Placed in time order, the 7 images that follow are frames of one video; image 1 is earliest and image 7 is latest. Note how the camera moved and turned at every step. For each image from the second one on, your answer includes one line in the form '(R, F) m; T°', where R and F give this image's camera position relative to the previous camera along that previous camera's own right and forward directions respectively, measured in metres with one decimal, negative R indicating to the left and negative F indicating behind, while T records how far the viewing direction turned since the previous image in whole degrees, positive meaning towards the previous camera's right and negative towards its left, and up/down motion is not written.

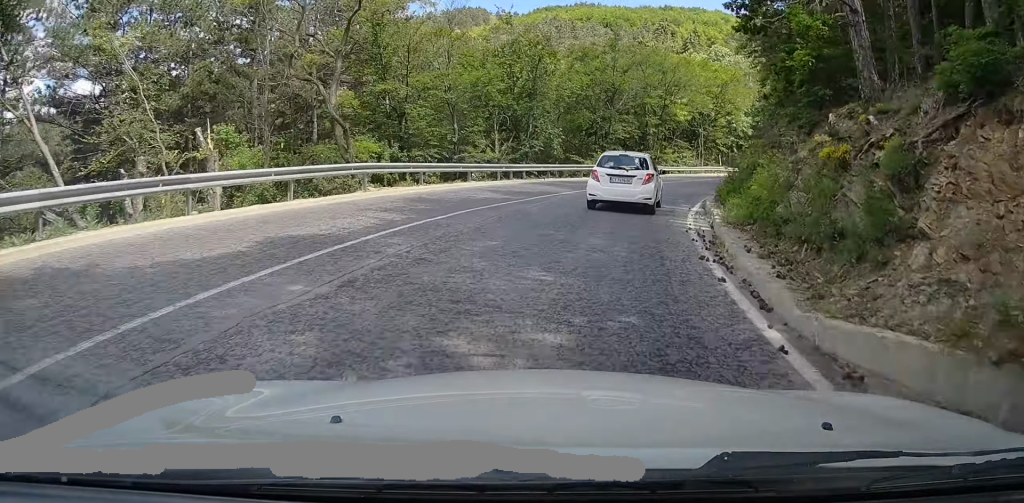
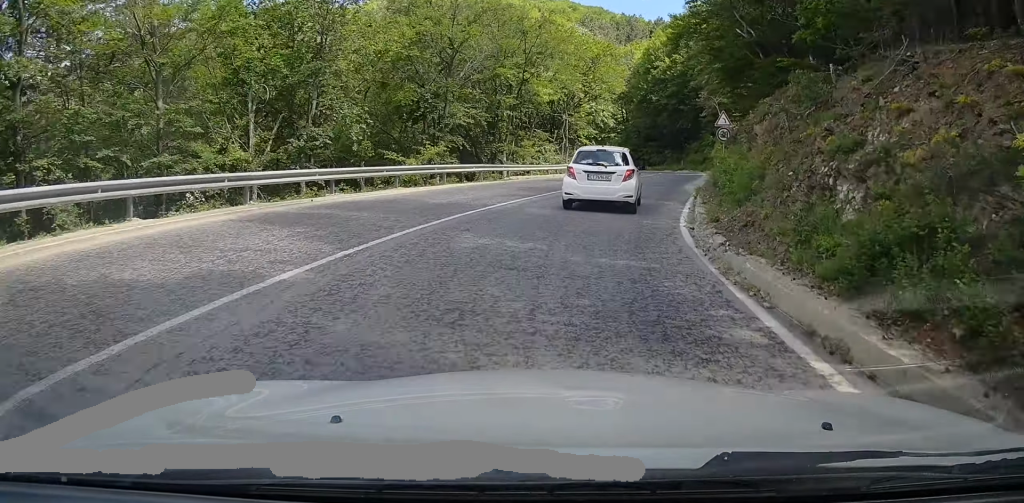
(+2.1, +17.6) m; +13°
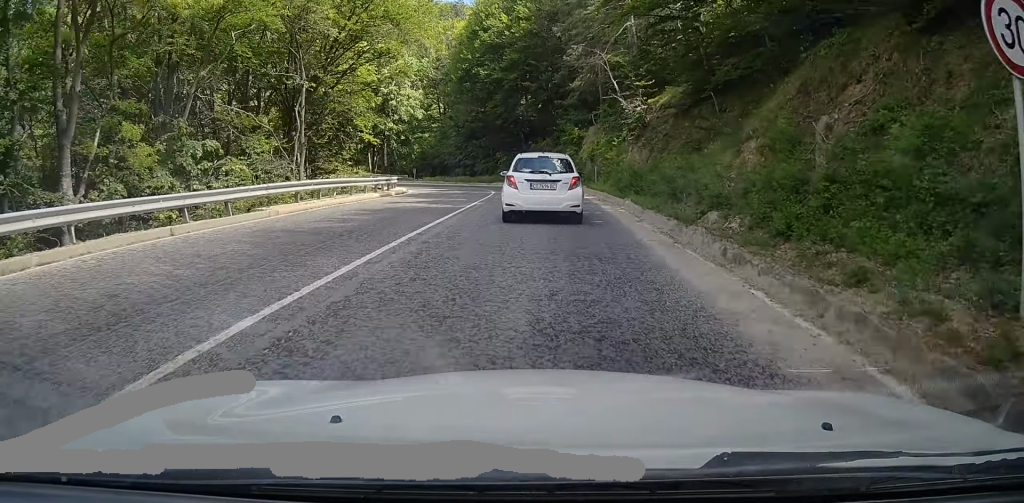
(+4.6, +32.8) m; +11°
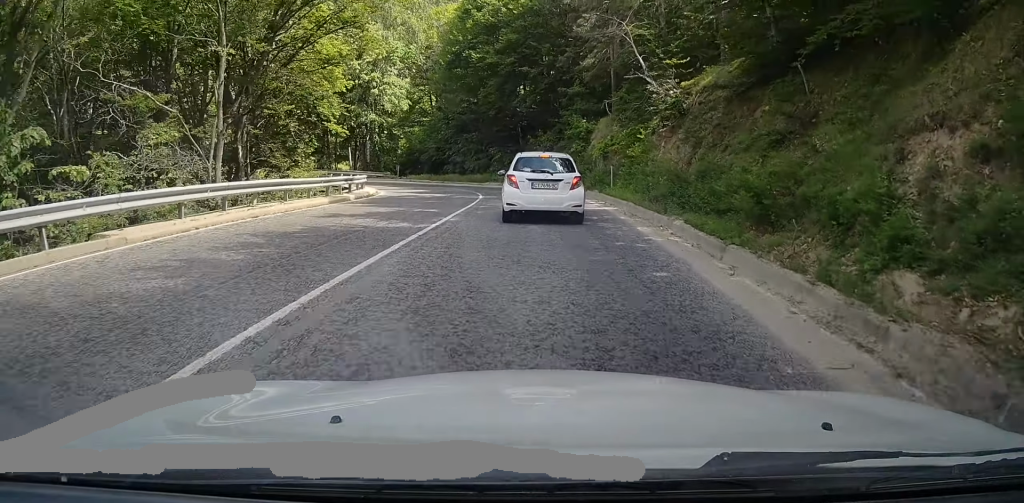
(+0.2, +8.2) m; +1°
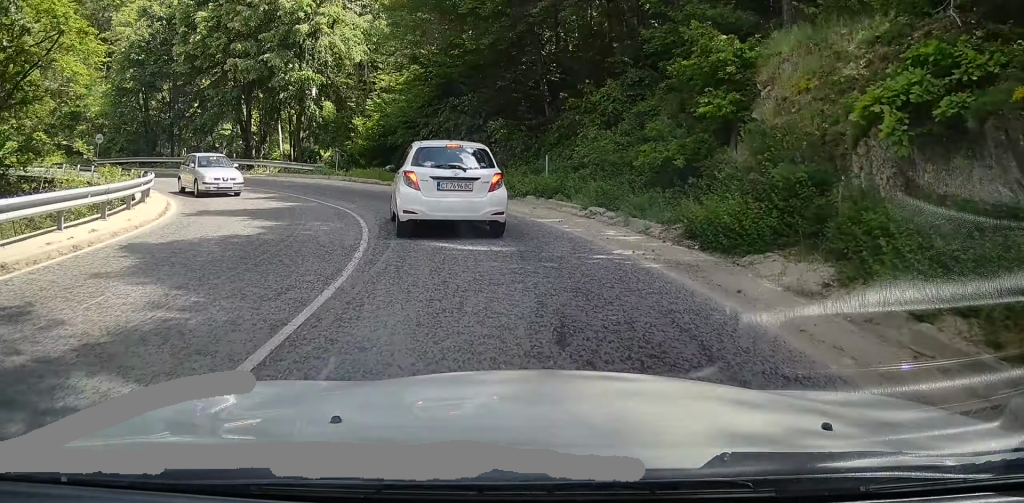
(-2.2, +25.6) m; -14°
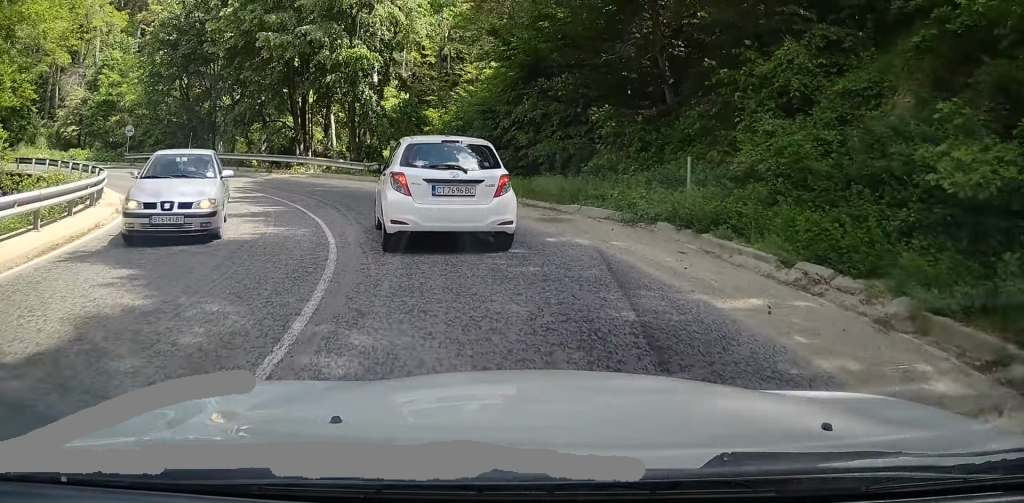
(-0.6, +7.9) m; -5°
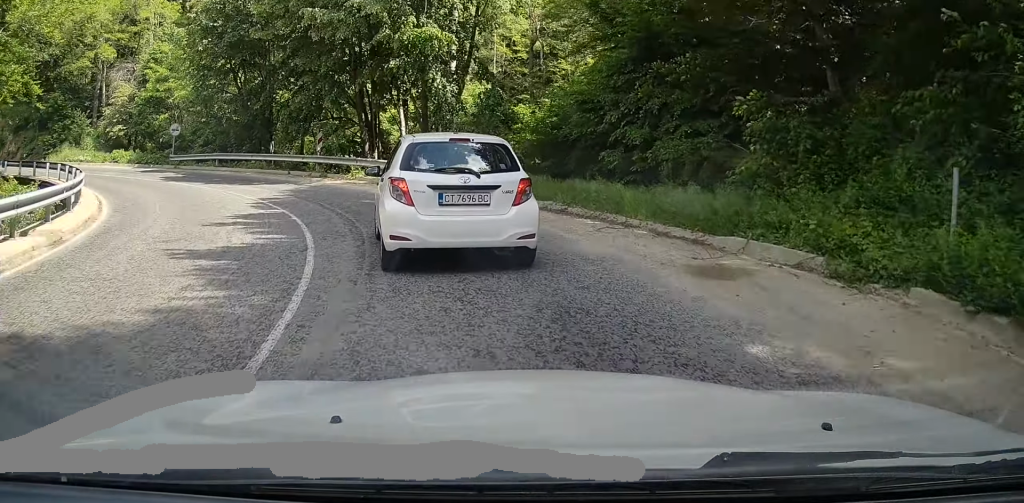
(+0.1, +5.6) m; -3°
